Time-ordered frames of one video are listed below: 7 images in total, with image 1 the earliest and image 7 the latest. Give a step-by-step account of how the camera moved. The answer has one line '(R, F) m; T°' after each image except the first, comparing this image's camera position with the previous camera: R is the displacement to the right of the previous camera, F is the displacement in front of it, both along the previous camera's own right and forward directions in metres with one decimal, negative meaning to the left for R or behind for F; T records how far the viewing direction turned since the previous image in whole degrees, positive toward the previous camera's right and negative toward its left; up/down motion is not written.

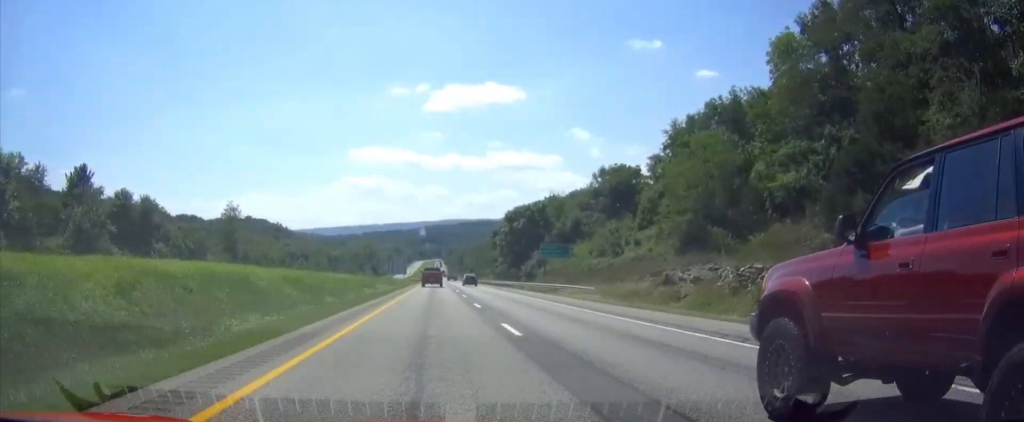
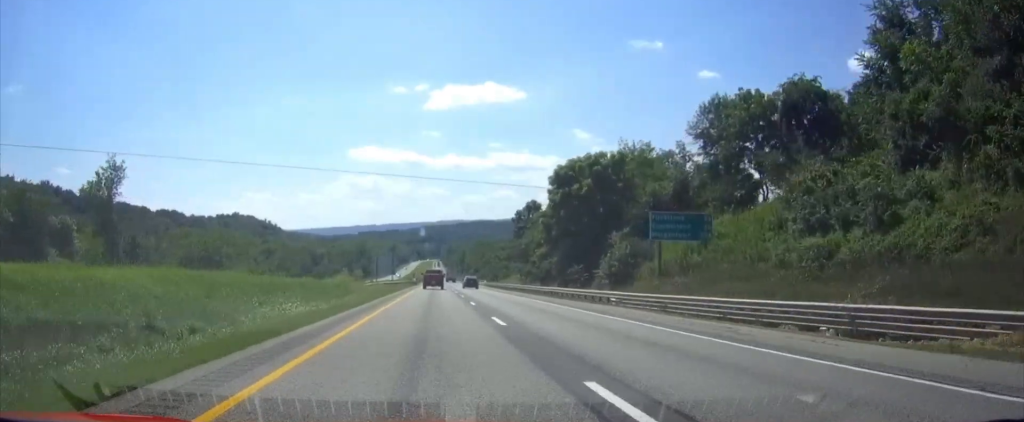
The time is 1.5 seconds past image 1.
(0.0, +46.0) m; 0°
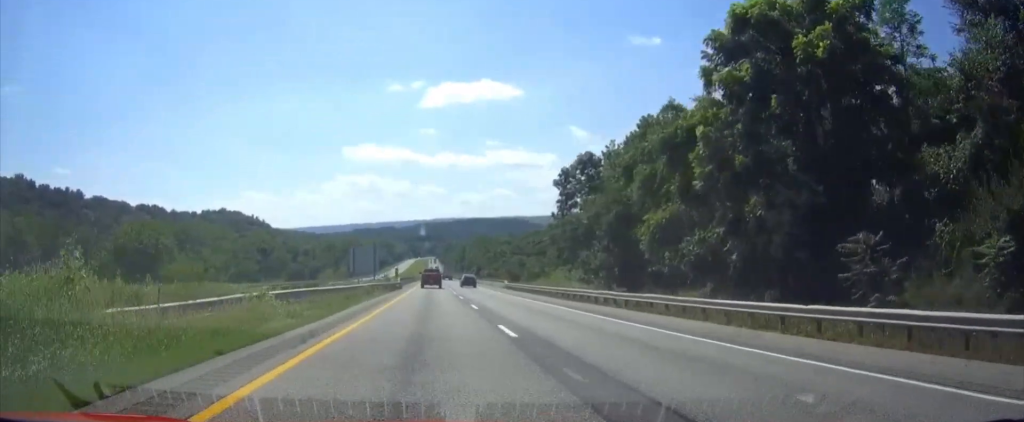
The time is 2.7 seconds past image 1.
(0.0, +39.8) m; 0°
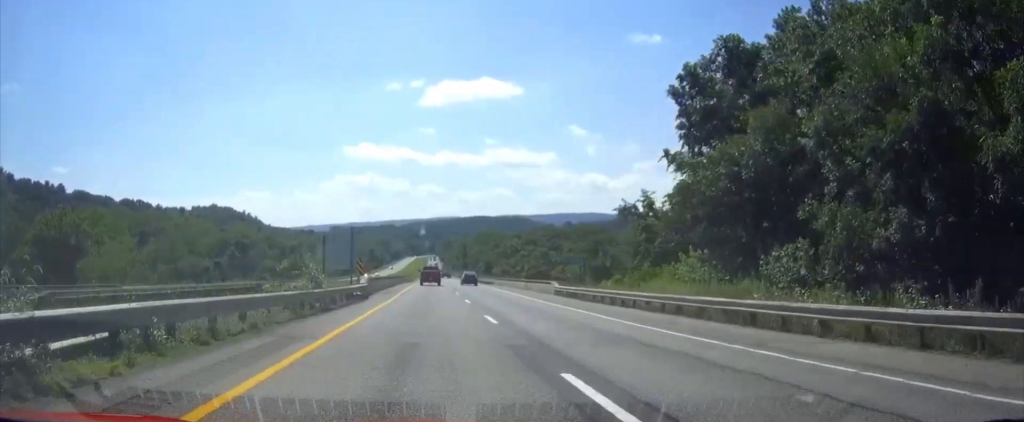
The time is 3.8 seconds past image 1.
(0.0, +33.6) m; 0°
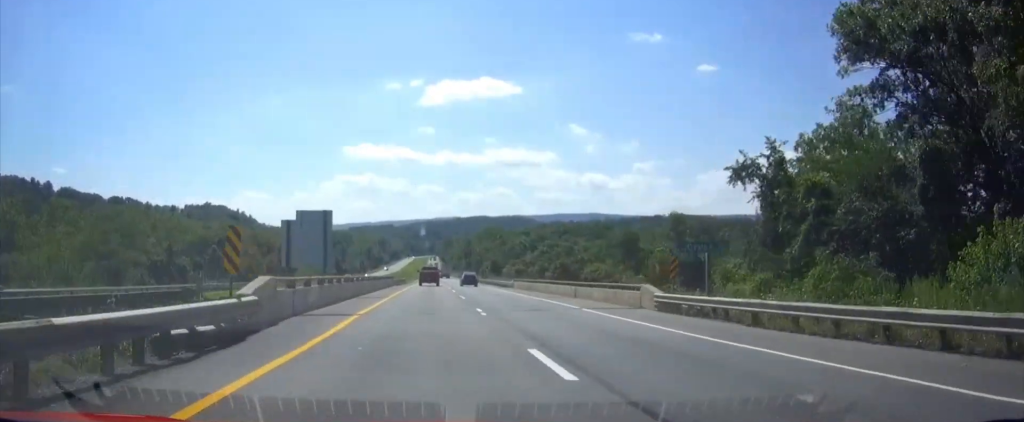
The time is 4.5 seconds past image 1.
(0.0, +22.0) m; 0°
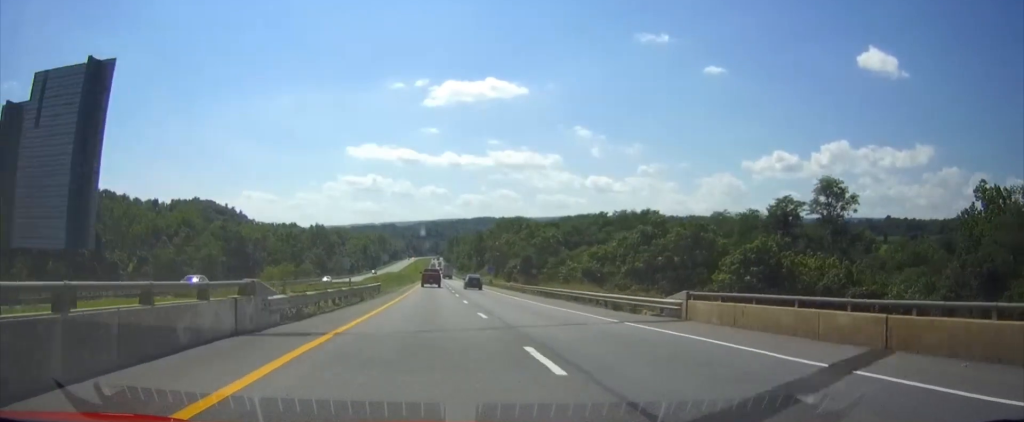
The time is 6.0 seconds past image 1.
(+0.1, +48.3) m; 0°
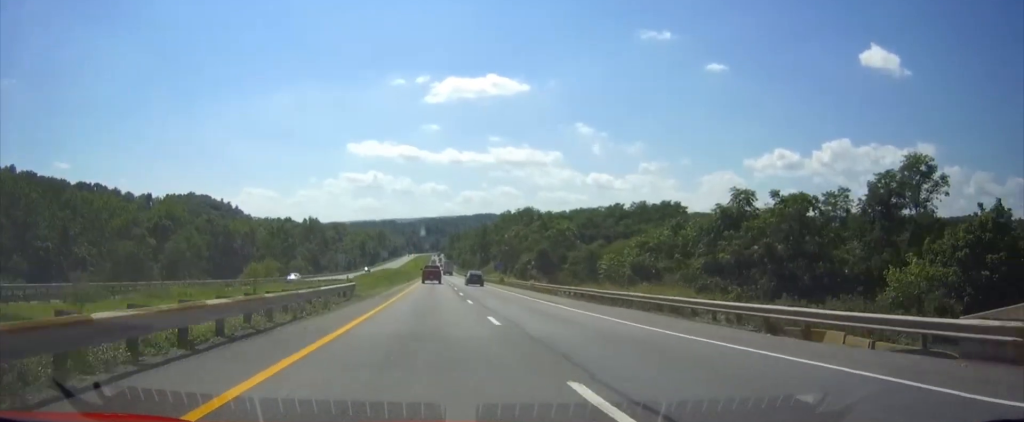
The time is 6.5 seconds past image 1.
(0.0, +15.8) m; 0°
